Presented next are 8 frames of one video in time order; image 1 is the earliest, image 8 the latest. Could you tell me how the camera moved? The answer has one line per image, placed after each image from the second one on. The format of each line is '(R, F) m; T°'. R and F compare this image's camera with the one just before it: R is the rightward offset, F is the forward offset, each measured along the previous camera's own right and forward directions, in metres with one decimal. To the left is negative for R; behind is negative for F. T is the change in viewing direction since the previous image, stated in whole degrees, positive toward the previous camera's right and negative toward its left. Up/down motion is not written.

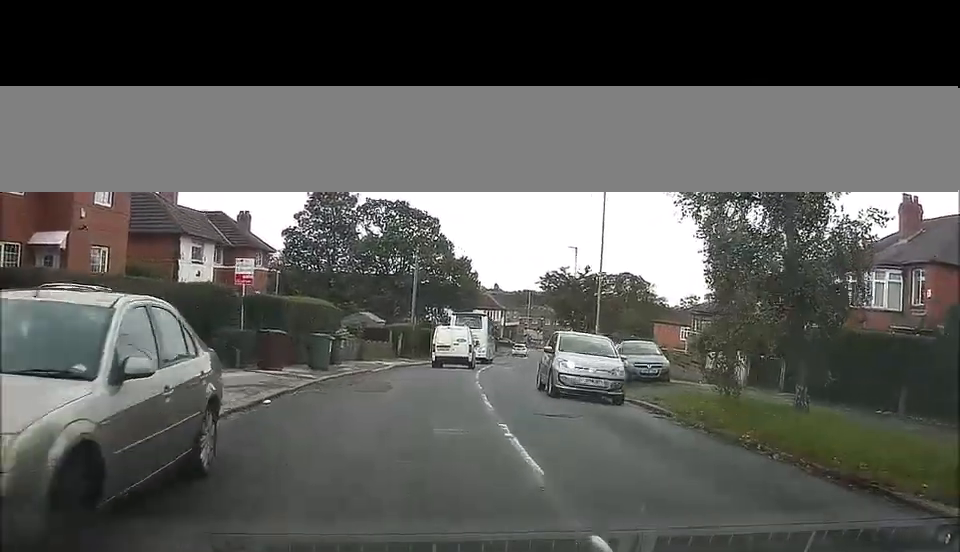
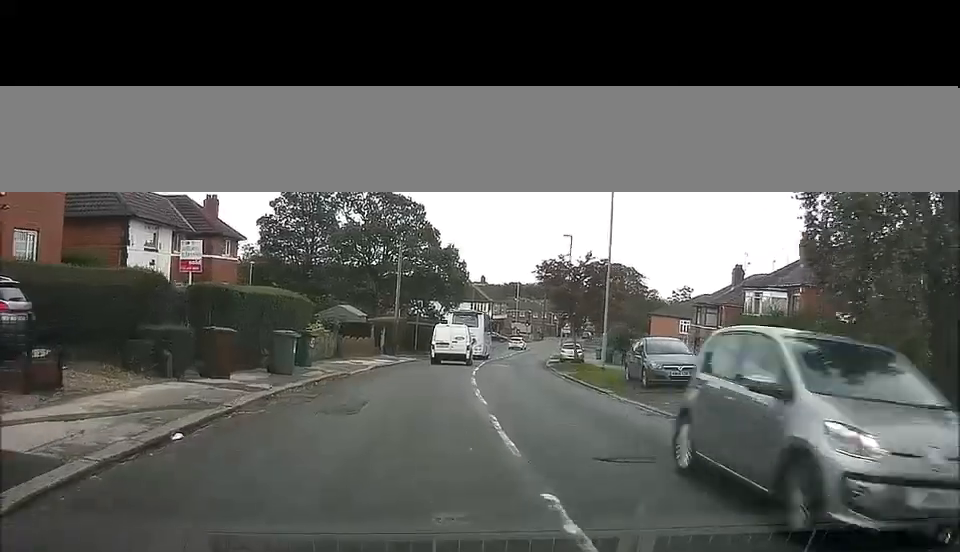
(0.0, +4.8) m; 0°
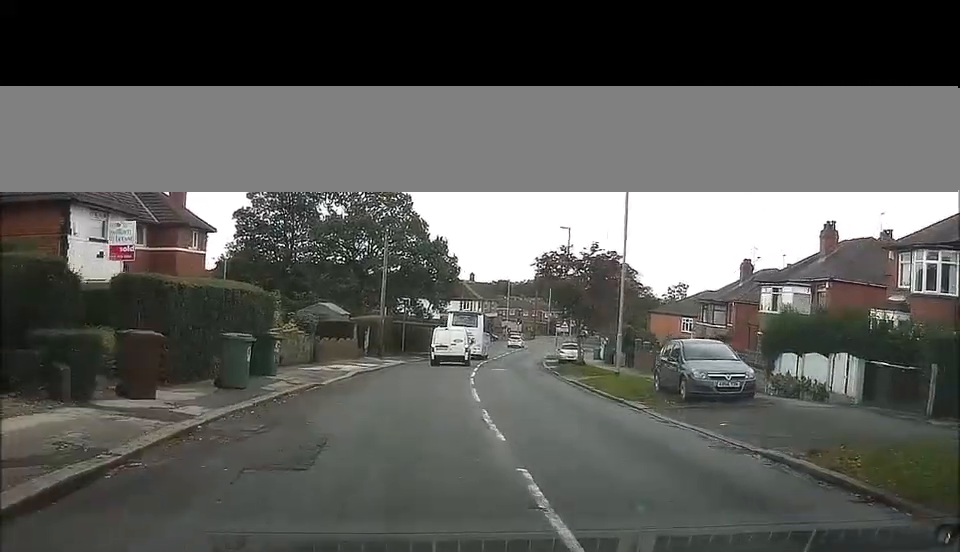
(-0.1, +4.4) m; +1°
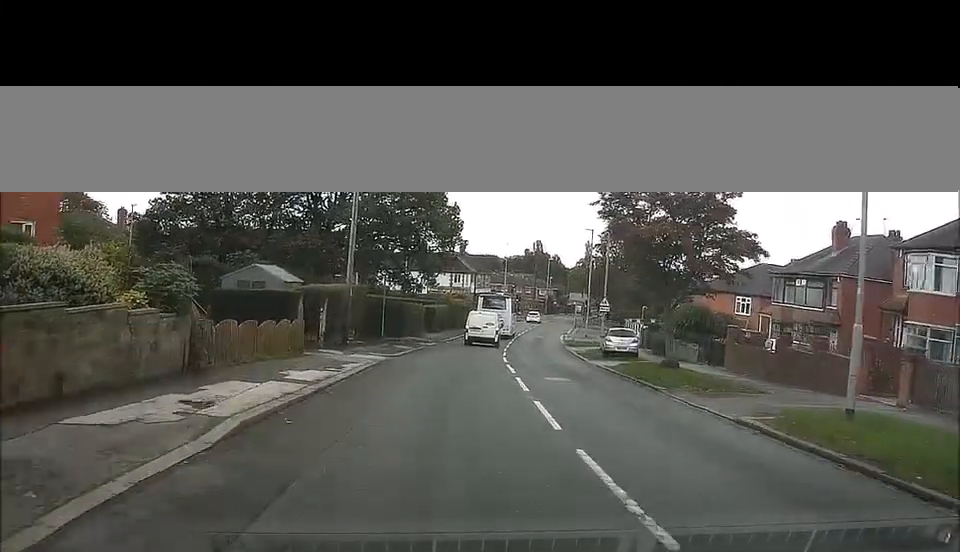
(+0.4, +16.6) m; +2°
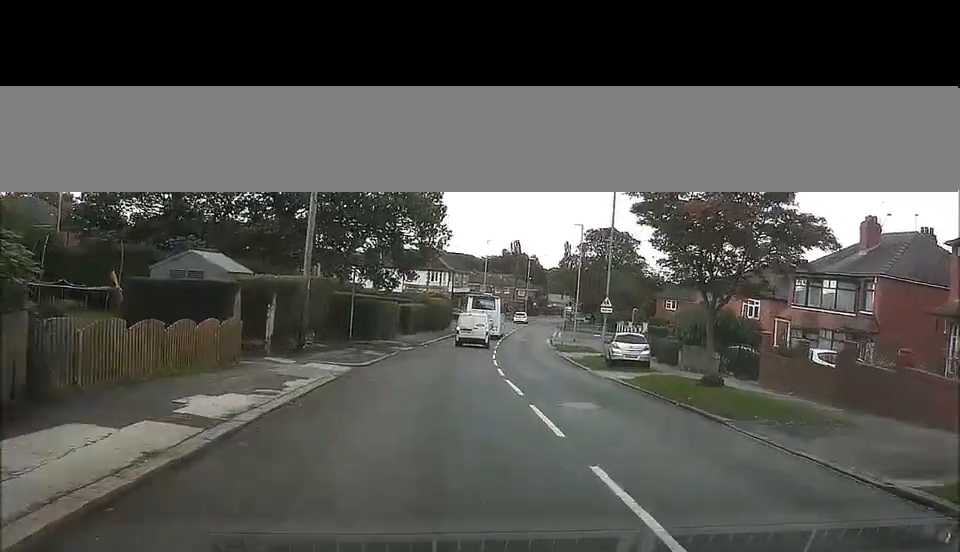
(+0.1, +5.7) m; +1°
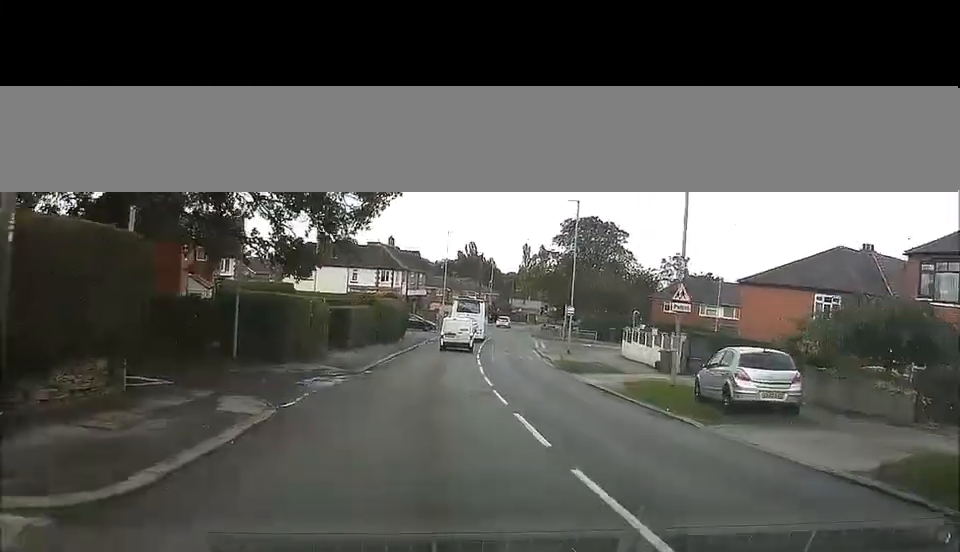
(+0.4, +16.3) m; +1°
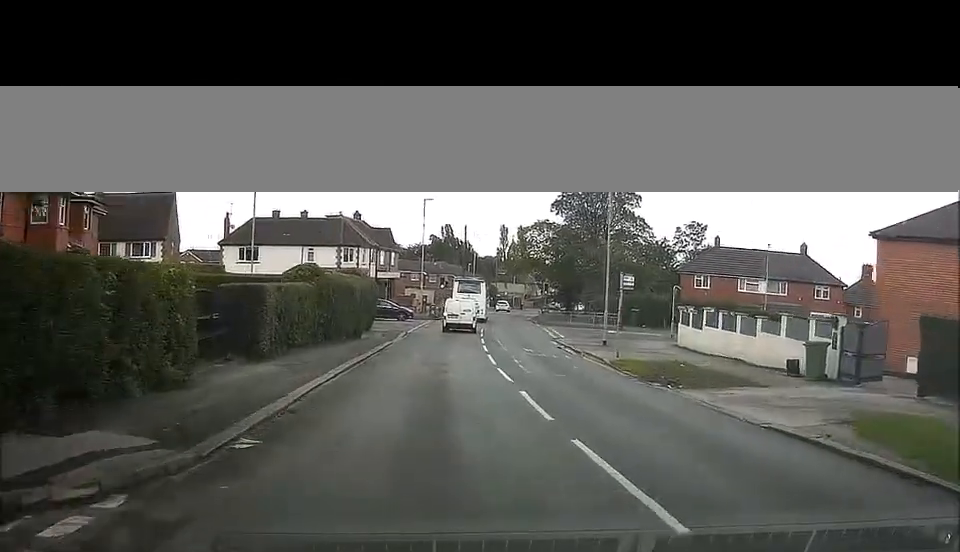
(+0.2, +15.5) m; +1°
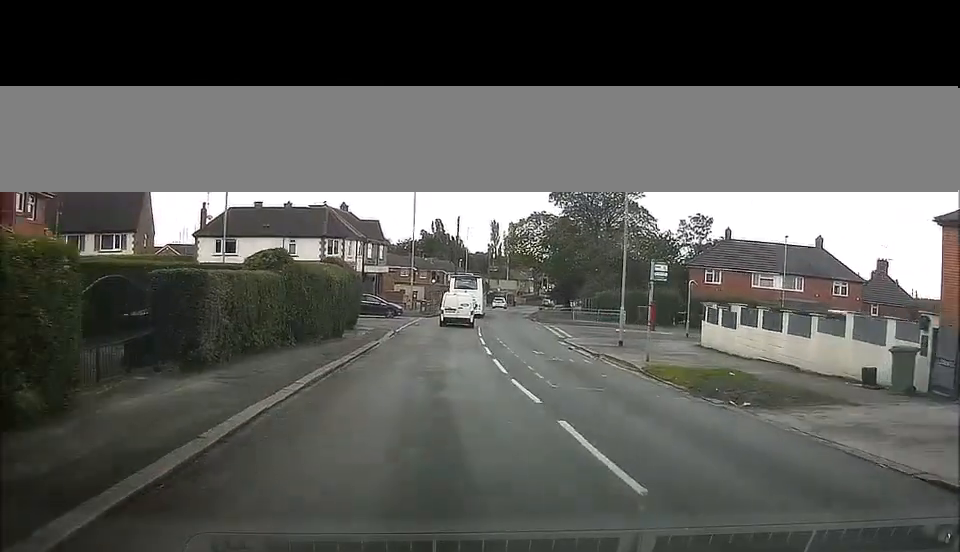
(+0.1, +4.6) m; 0°
